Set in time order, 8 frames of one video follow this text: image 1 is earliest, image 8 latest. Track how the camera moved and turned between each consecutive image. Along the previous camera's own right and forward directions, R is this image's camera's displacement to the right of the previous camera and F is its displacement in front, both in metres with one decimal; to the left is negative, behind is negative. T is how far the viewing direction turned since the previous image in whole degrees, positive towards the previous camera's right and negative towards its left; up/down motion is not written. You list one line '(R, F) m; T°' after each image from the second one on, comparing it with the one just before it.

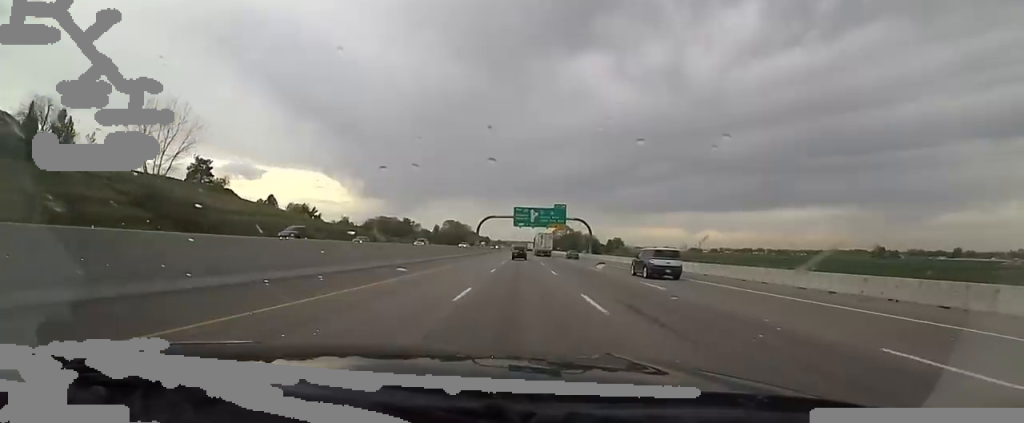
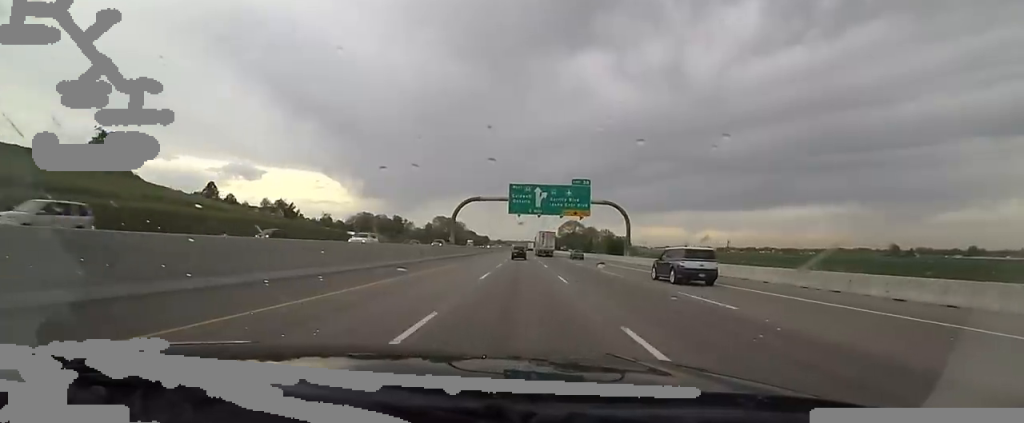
(-1.3, +36.5) m; -1°
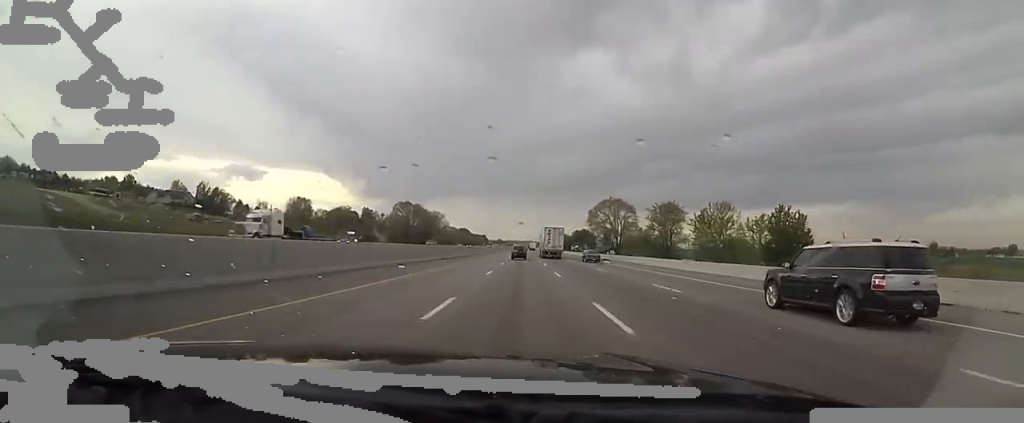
(+1.9, +87.2) m; 0°
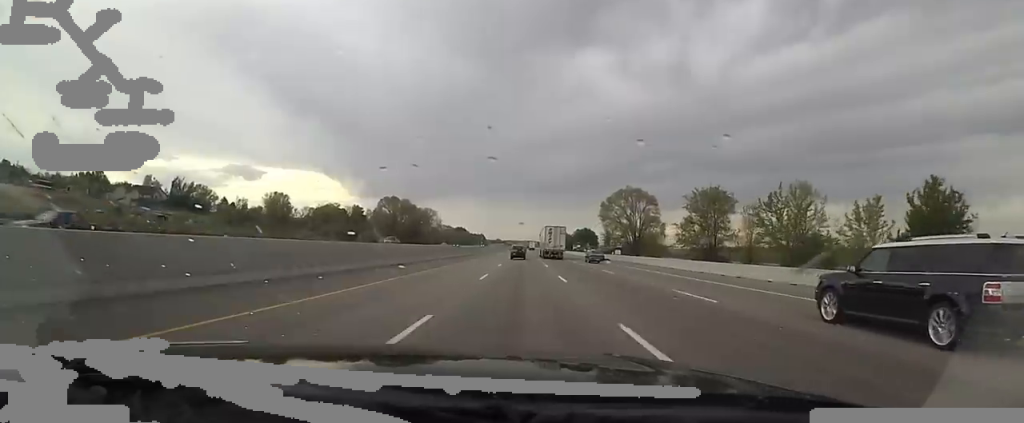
(-0.7, +18.5) m; 0°
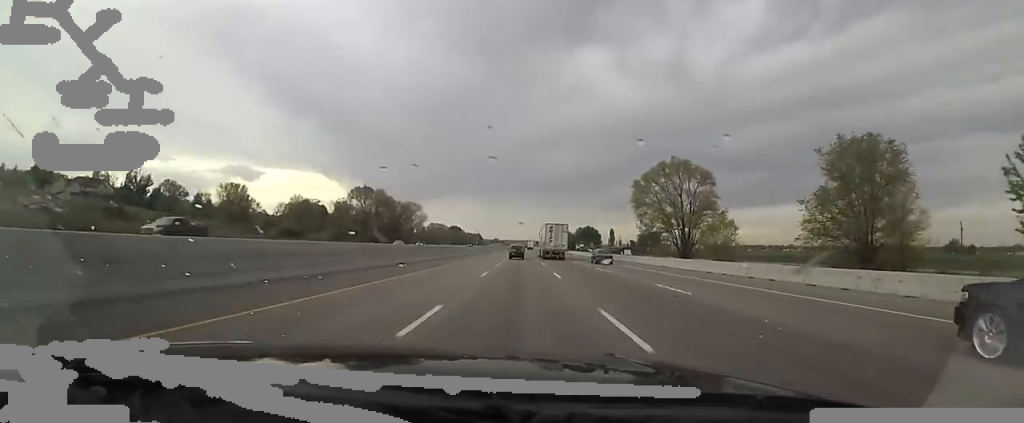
(+1.4, +28.2) m; +1°
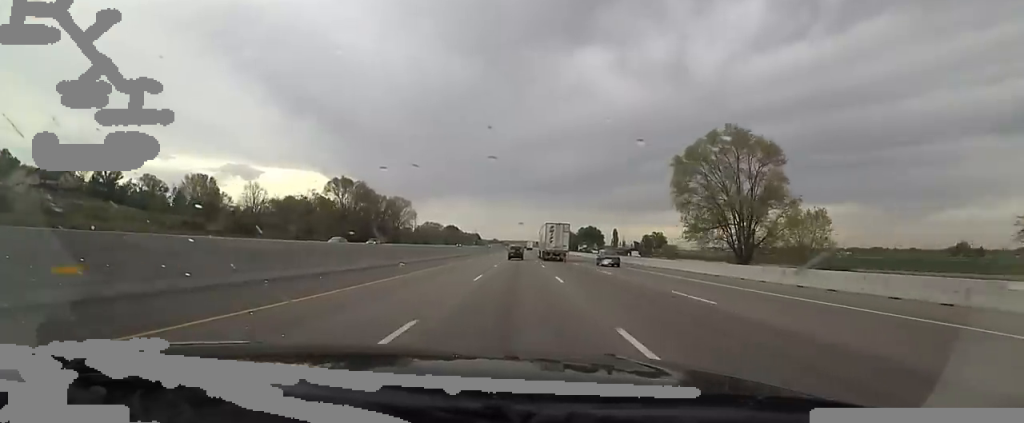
(-0.3, +17.4) m; -1°
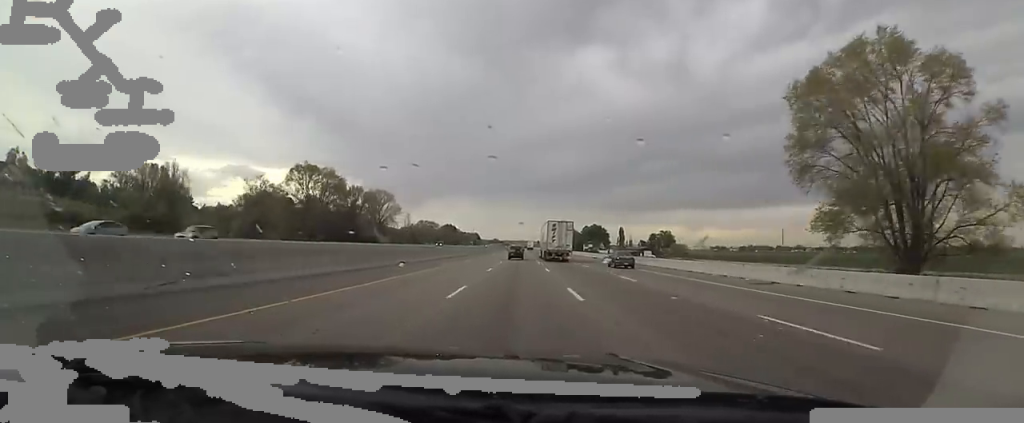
(-0.3, +21.7) m; -1°
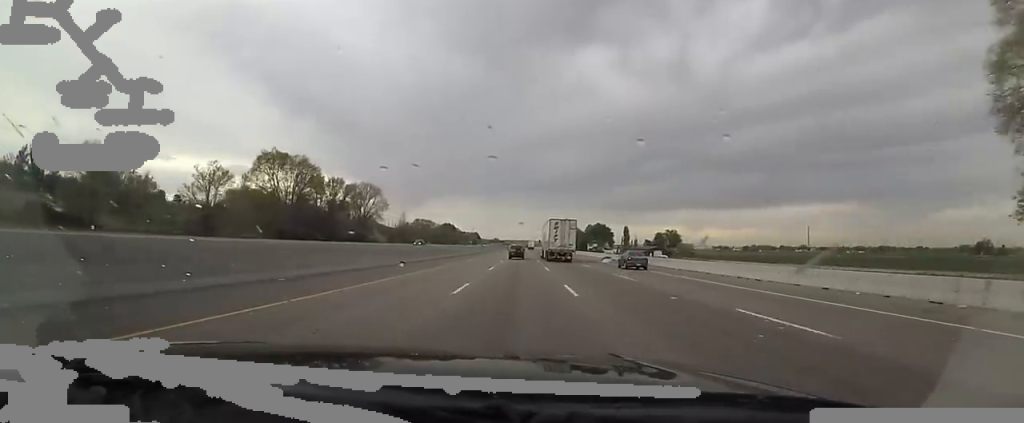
(0.0, +14.1) m; +1°
